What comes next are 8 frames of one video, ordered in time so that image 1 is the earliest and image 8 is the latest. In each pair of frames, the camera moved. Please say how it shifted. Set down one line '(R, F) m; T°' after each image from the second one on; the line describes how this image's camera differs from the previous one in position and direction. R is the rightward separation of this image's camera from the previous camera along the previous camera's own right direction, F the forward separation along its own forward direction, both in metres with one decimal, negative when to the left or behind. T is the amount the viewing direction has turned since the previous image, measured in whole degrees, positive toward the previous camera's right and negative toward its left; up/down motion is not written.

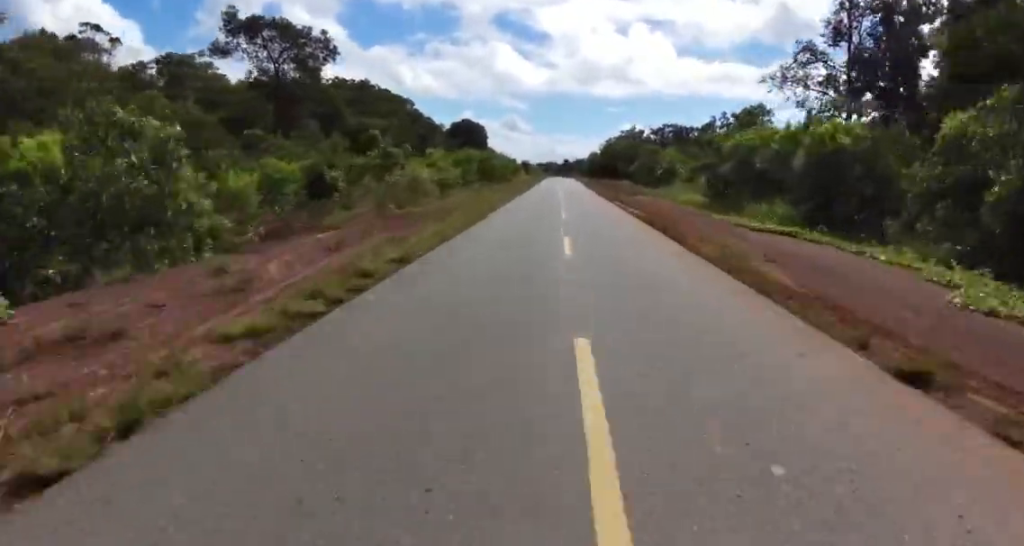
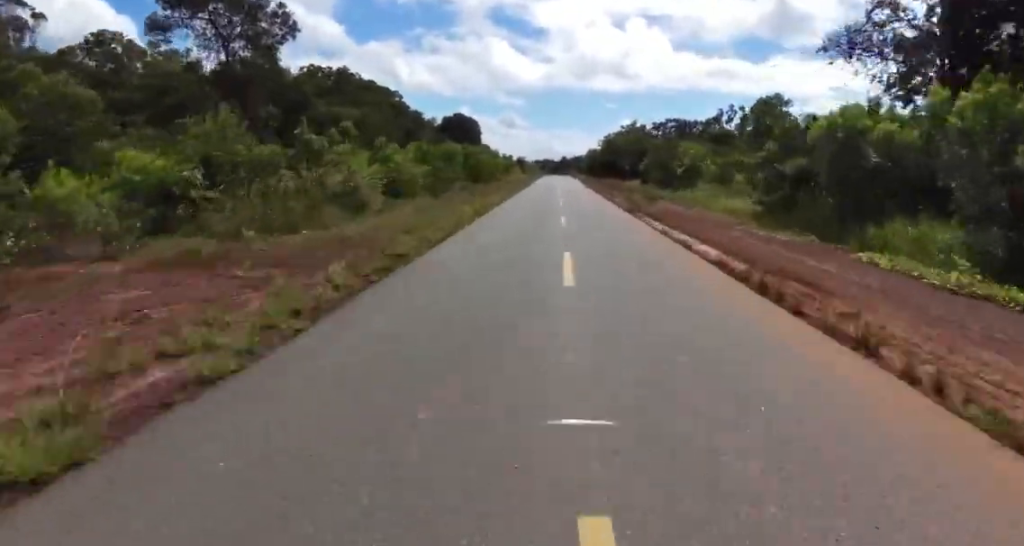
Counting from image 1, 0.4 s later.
(-0.5, +10.9) m; 0°
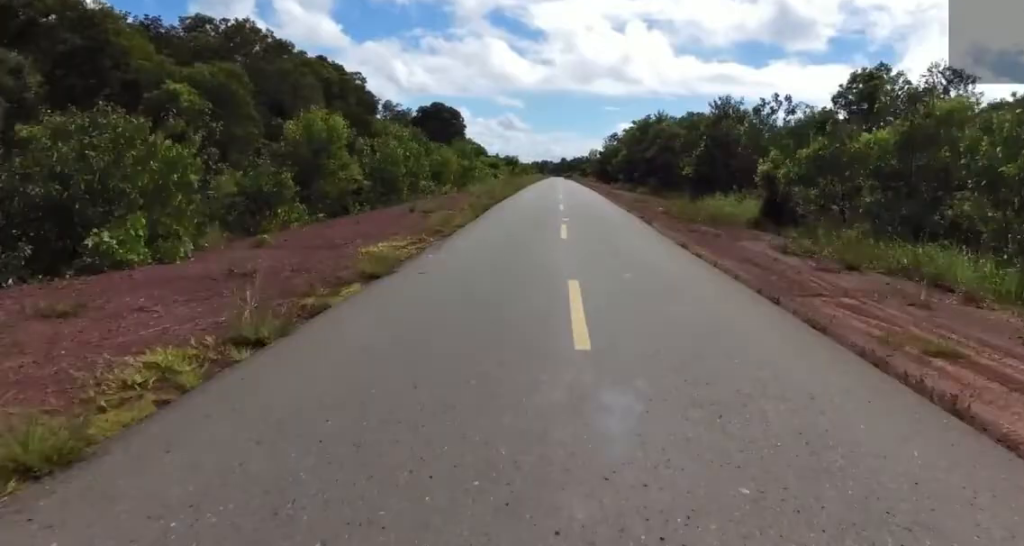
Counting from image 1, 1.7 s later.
(+1.3, +36.7) m; +3°
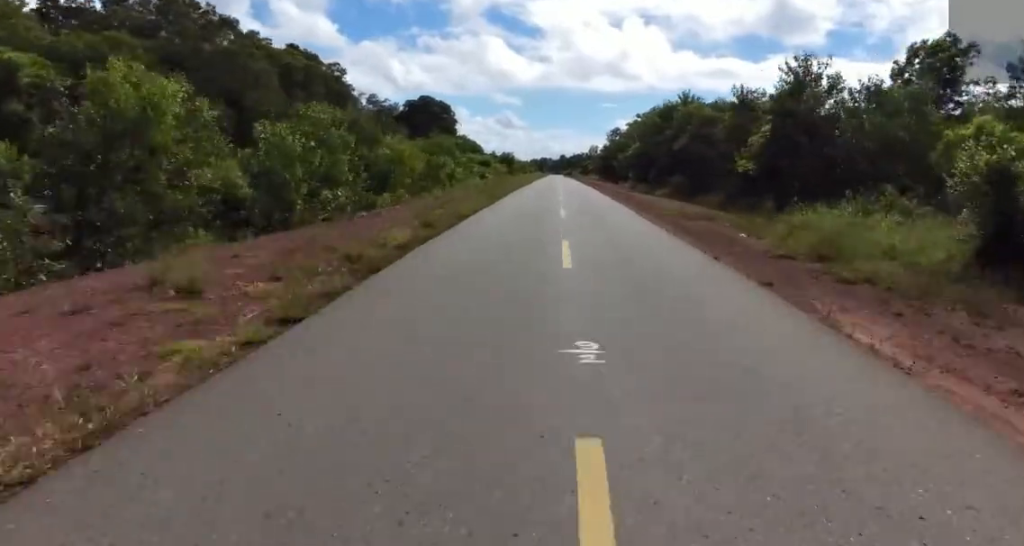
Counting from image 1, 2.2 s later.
(0.0, +12.8) m; 0°
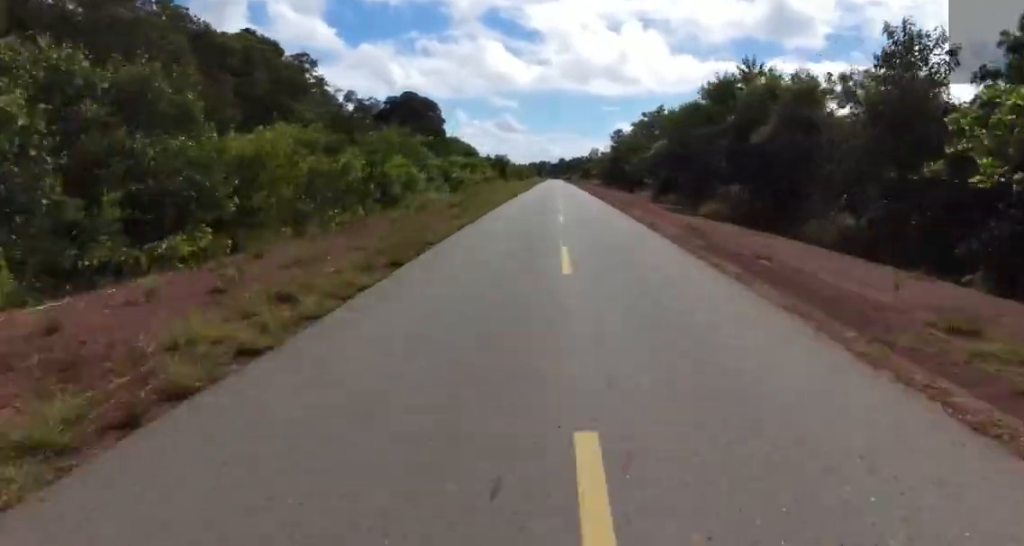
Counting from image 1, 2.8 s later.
(+0.1, +16.5) m; 0°
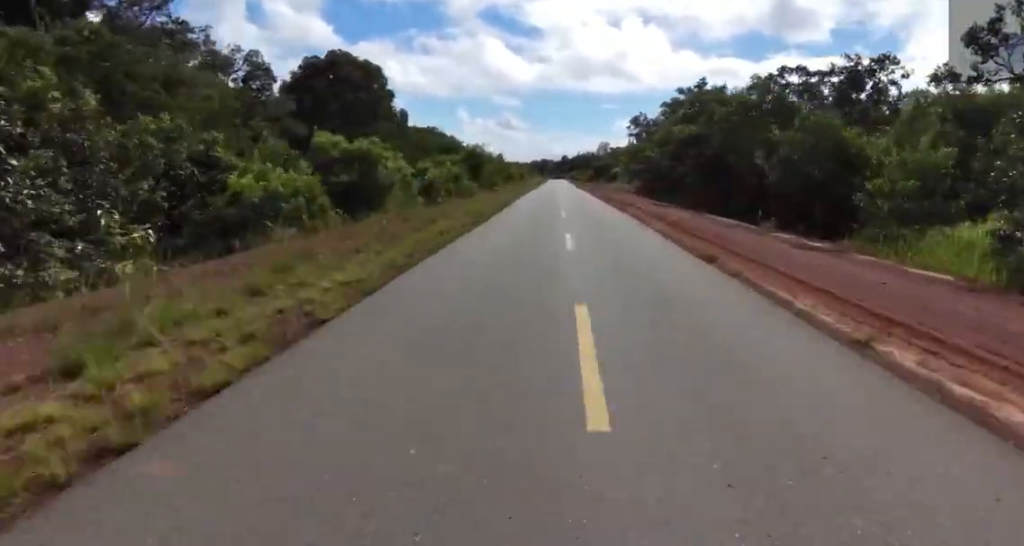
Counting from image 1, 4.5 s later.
(-0.1, +45.7) m; -1°
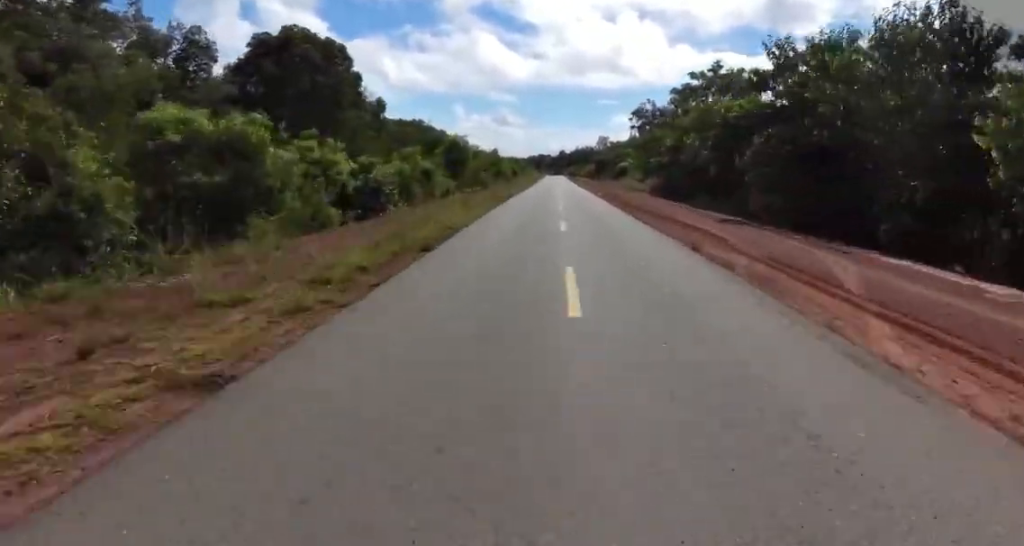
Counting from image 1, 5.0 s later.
(0.0, +14.7) m; 0°
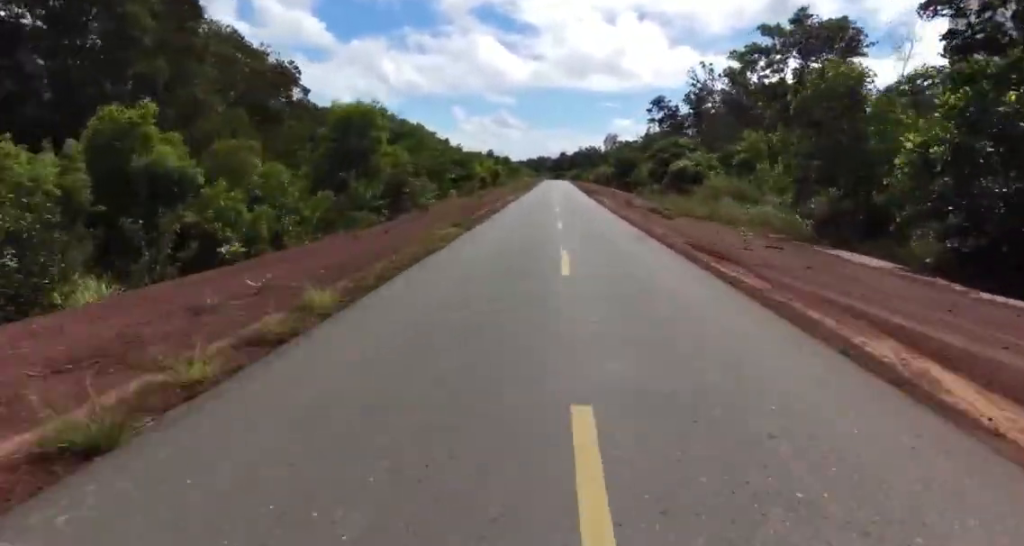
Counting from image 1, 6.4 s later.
(+0.4, +38.4) m; +1°
